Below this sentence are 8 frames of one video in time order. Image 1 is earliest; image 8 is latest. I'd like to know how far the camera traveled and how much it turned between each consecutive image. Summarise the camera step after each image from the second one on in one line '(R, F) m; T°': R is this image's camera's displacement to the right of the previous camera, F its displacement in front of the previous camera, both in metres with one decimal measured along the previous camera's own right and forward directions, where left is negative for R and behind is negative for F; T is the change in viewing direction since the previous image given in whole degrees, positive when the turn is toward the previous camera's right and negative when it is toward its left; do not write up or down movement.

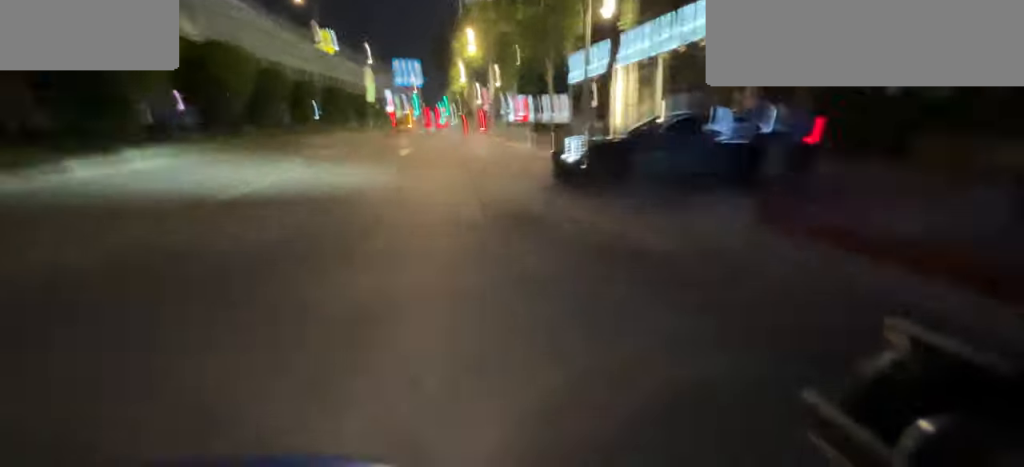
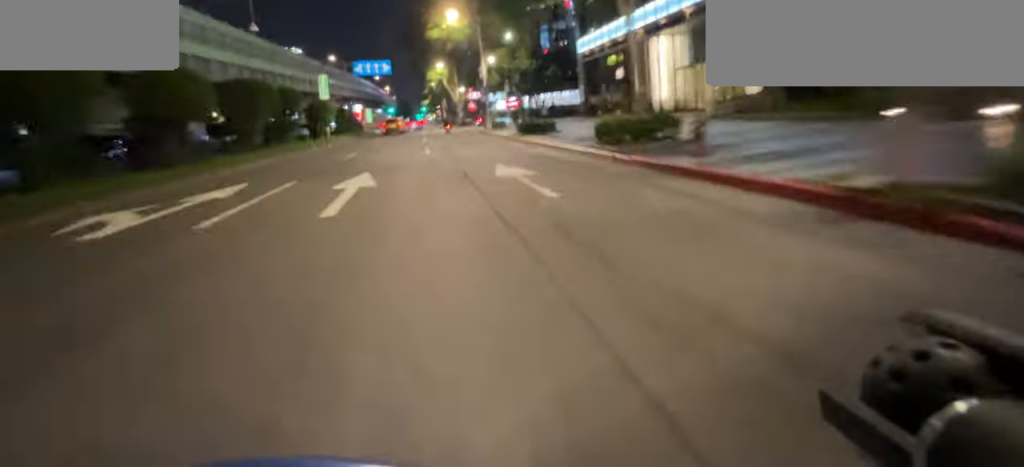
(0.0, +9.2) m; +1°
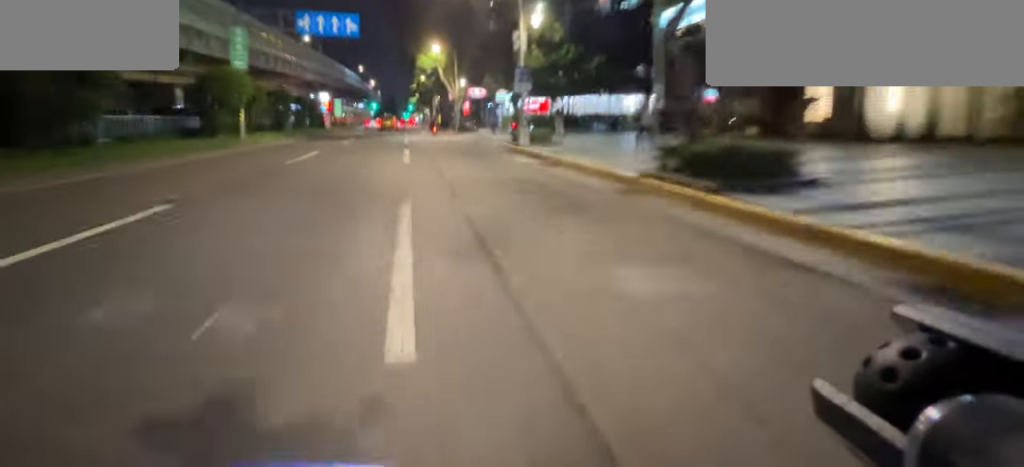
(+0.2, +14.0) m; +1°
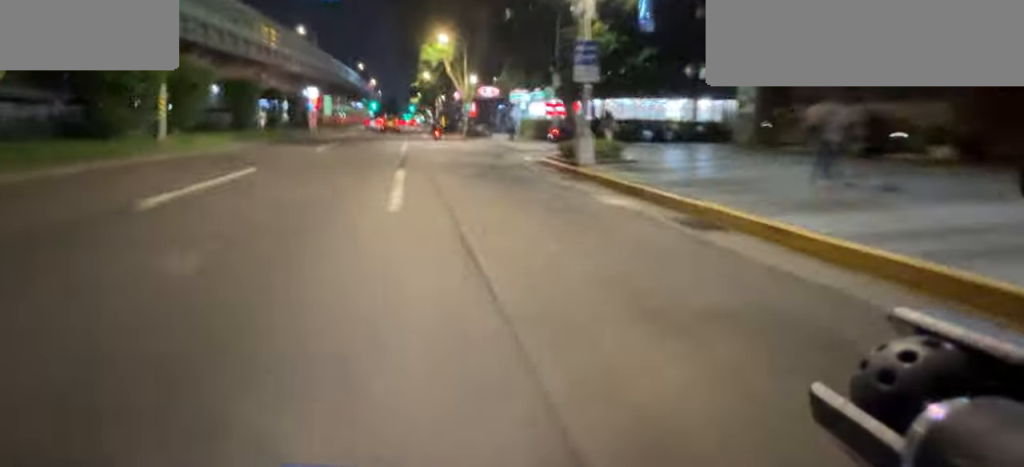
(0.0, +7.2) m; 0°
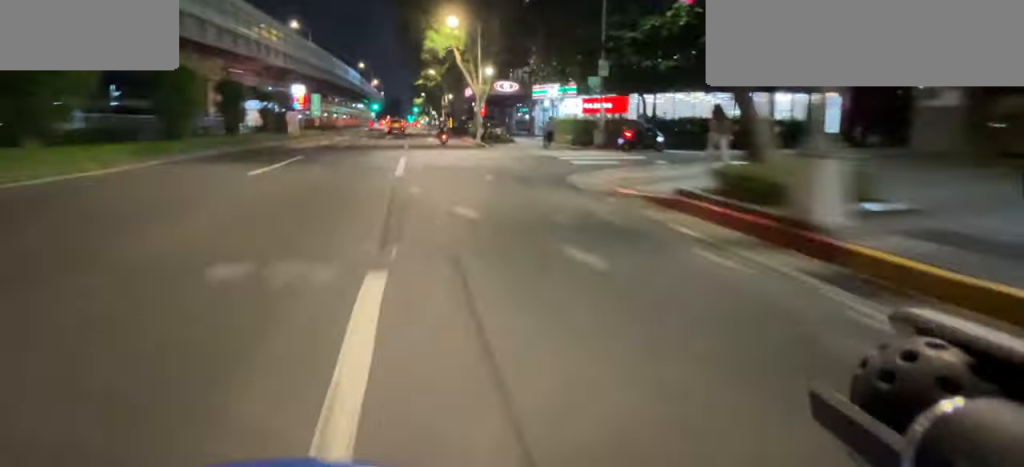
(0.0, +7.3) m; 0°
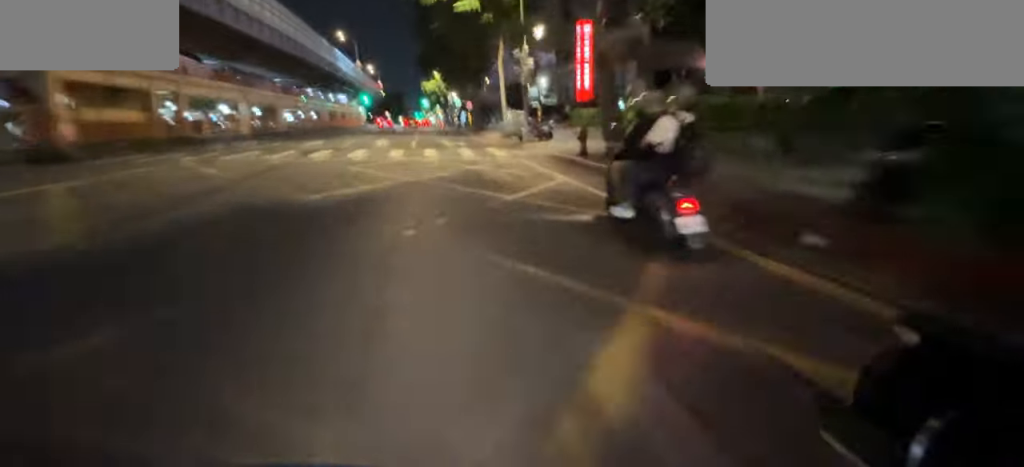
(-0.1, +44.3) m; -1°
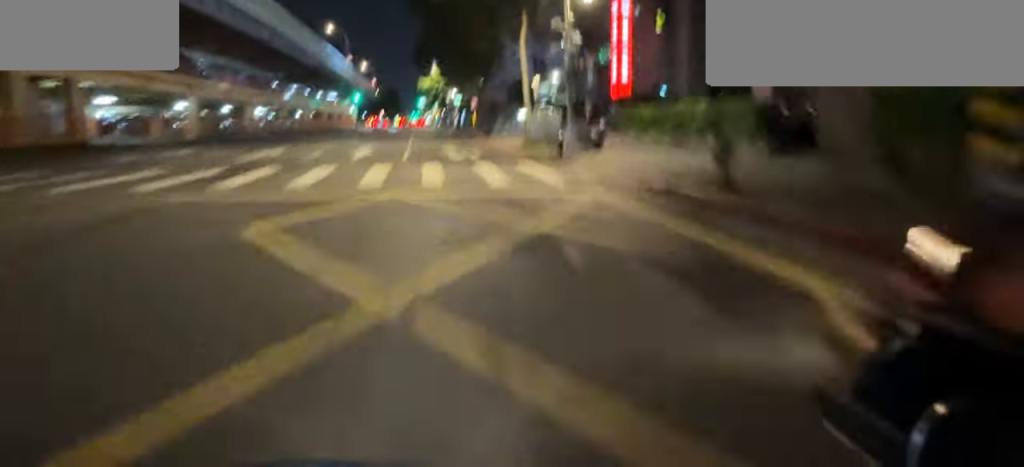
(+0.1, +6.2) m; -1°
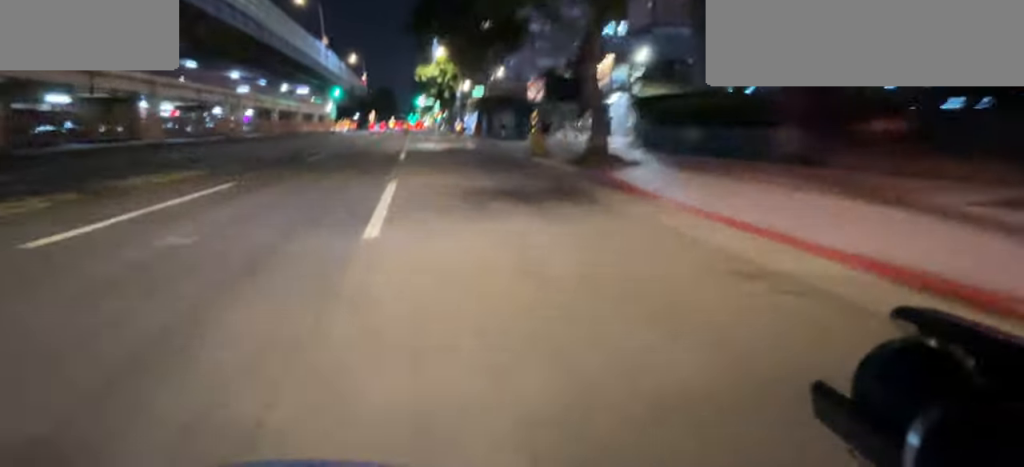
(-0.4, +18.0) m; -1°
